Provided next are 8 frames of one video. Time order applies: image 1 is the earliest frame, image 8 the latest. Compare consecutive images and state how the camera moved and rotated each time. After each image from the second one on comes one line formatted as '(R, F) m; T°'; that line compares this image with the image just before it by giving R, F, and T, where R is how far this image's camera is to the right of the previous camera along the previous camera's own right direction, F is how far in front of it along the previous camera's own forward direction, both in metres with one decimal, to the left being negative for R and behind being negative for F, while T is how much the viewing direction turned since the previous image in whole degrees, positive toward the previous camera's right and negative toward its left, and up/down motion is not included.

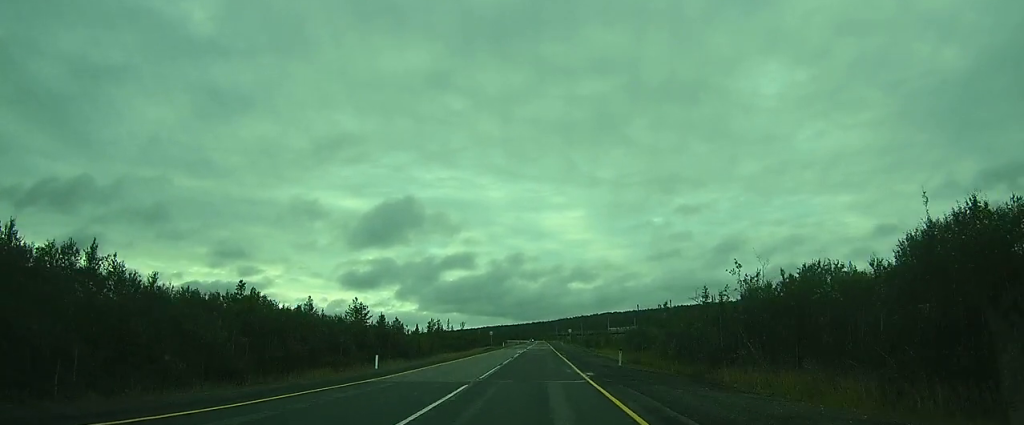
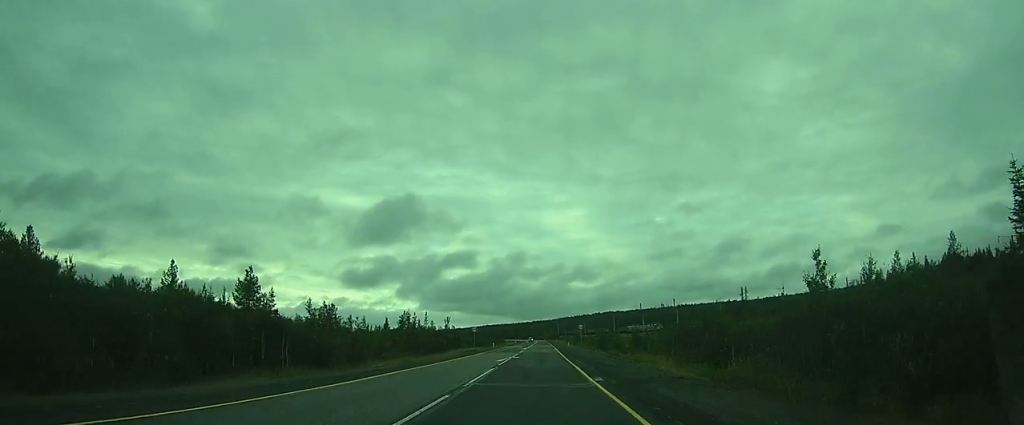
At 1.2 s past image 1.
(0.0, +28.3) m; 0°
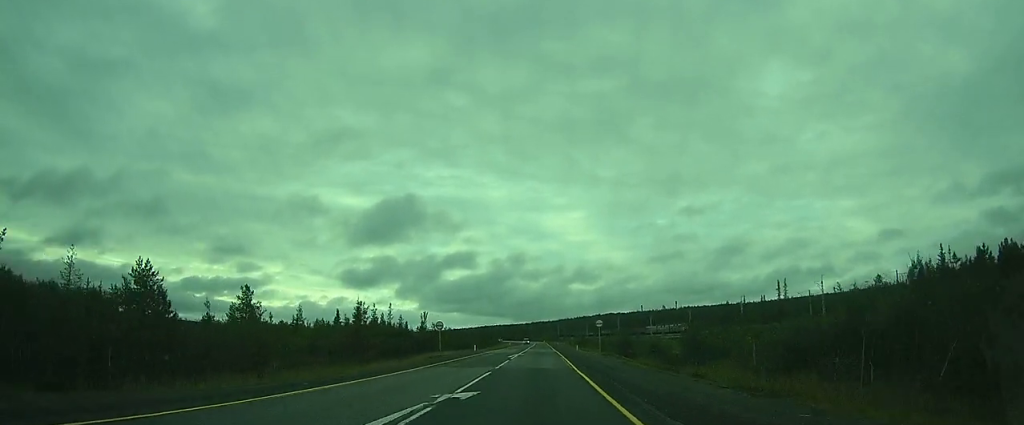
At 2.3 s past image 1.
(-0.1, +26.7) m; 0°
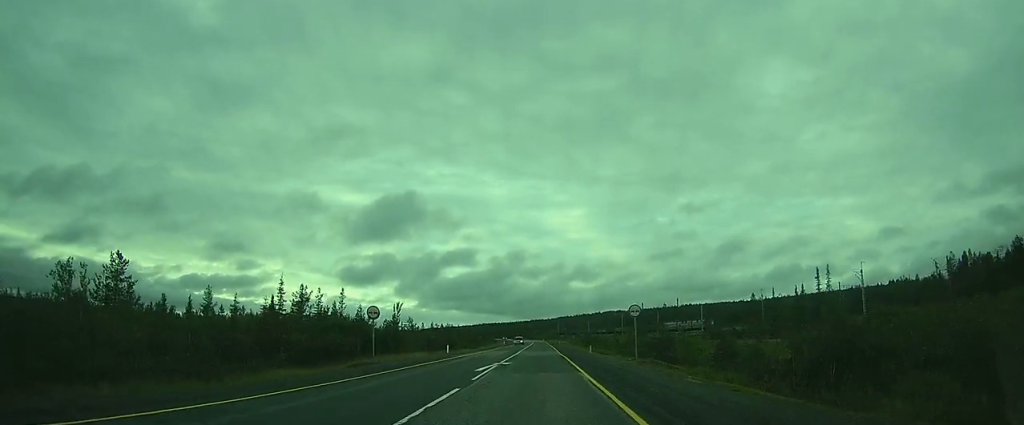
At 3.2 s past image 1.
(0.0, +21.2) m; 0°
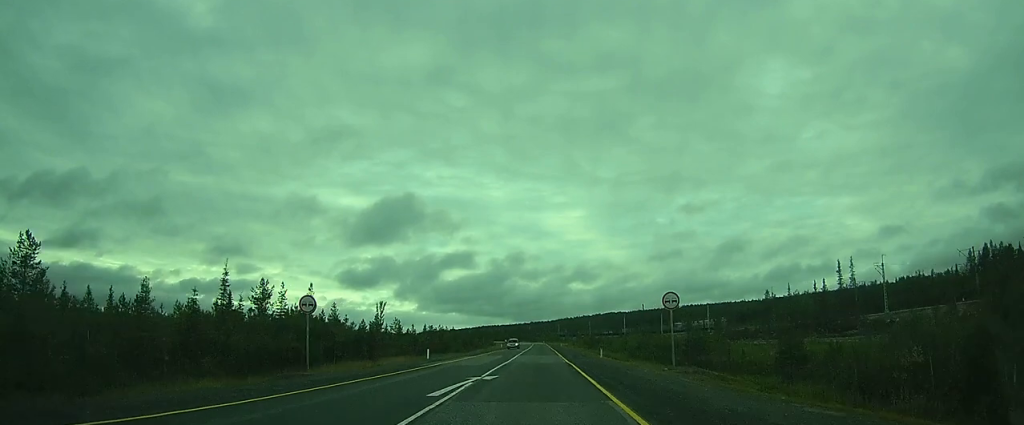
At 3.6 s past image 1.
(0.0, +9.4) m; 0°
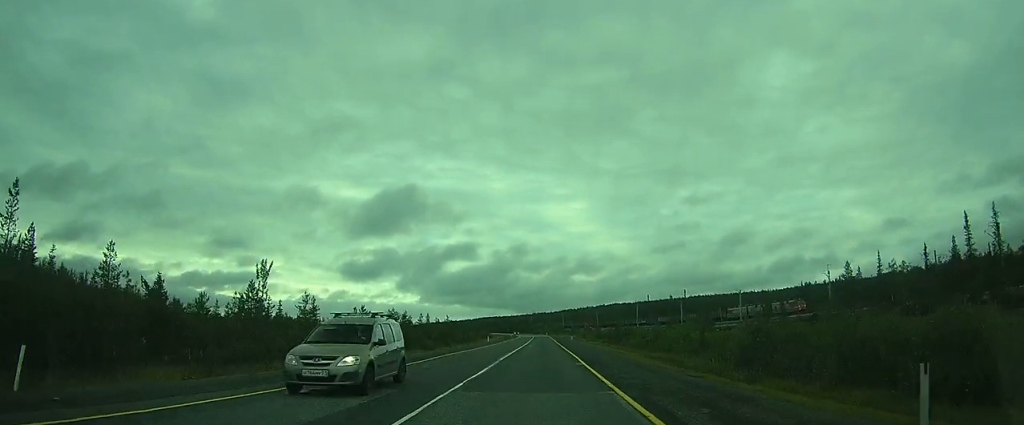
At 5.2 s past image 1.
(-0.1, +36.6) m; 0°
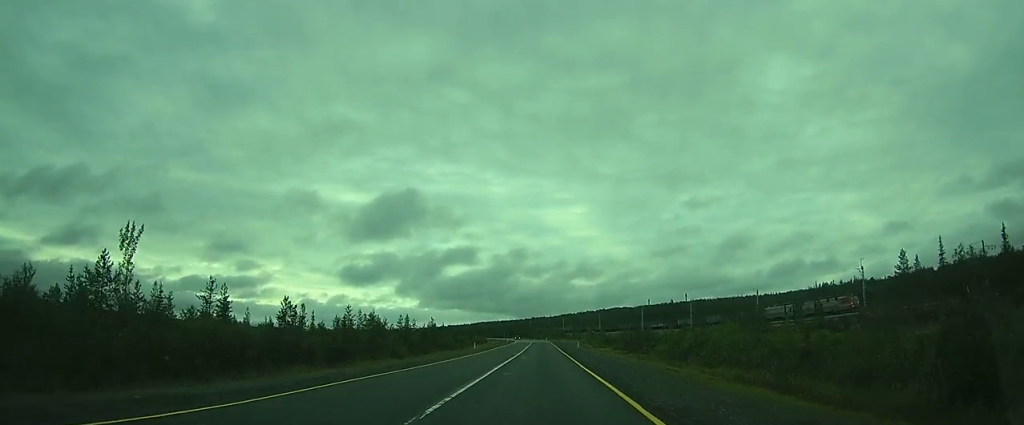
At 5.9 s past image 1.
(0.0, +17.0) m; 0°
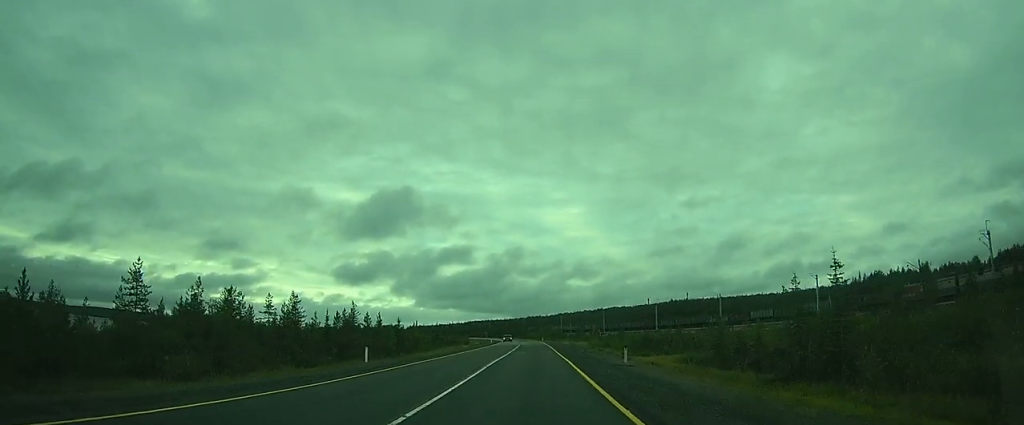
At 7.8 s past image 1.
(0.0, +44.0) m; 0°
